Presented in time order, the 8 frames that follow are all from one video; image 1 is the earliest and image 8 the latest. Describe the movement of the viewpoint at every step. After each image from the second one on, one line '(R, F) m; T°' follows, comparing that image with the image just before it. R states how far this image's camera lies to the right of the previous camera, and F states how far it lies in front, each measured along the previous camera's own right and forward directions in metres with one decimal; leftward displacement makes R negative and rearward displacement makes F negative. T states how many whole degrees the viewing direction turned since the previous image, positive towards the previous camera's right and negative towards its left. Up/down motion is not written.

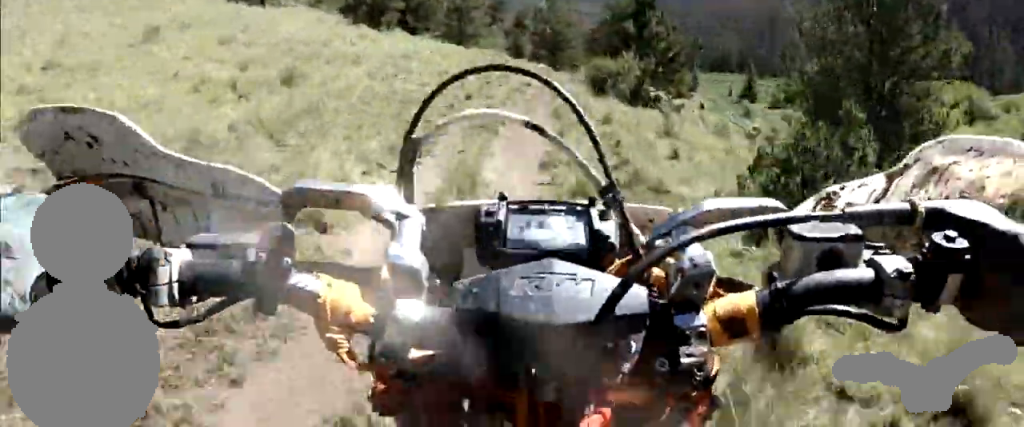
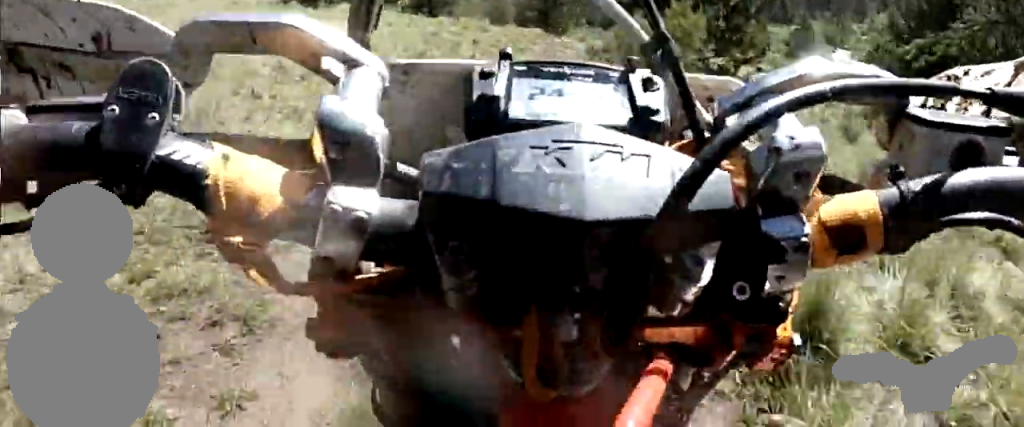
(0.0, +5.0) m; 0°
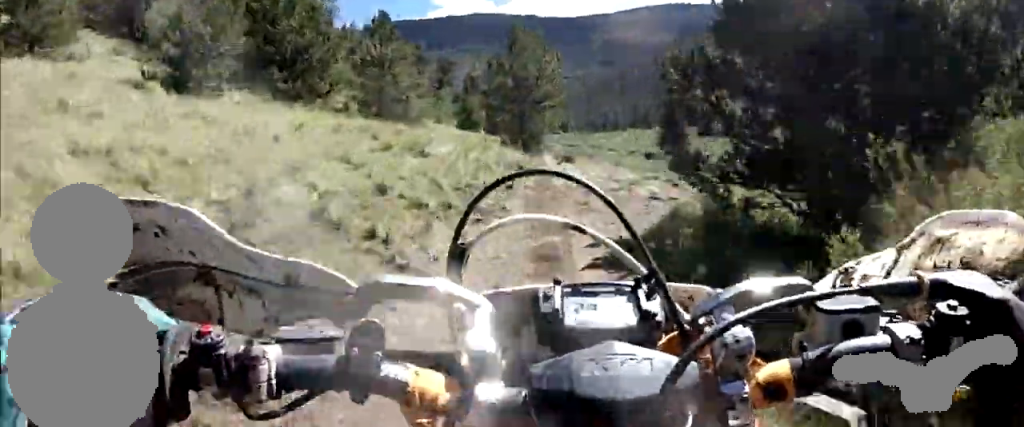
(0.0, +5.9) m; 0°
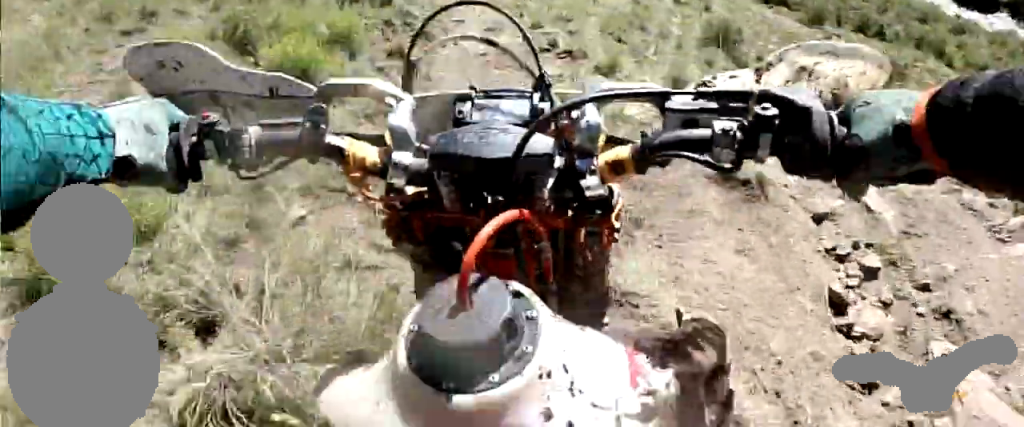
(0.0, +13.8) m; 0°
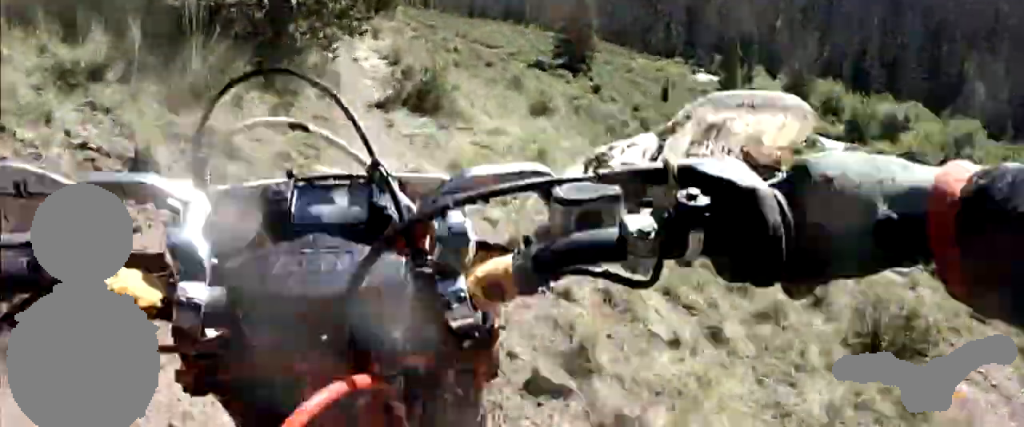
(0.0, +5.8) m; 0°
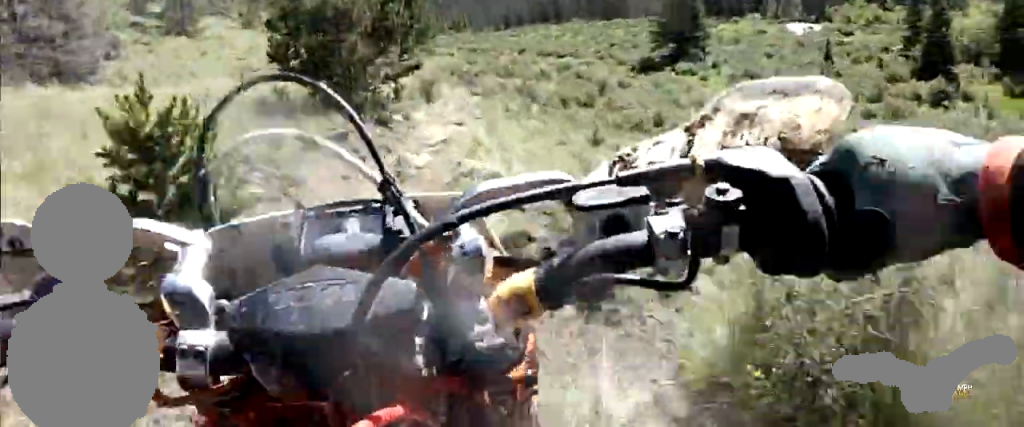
(0.0, +13.7) m; 0°
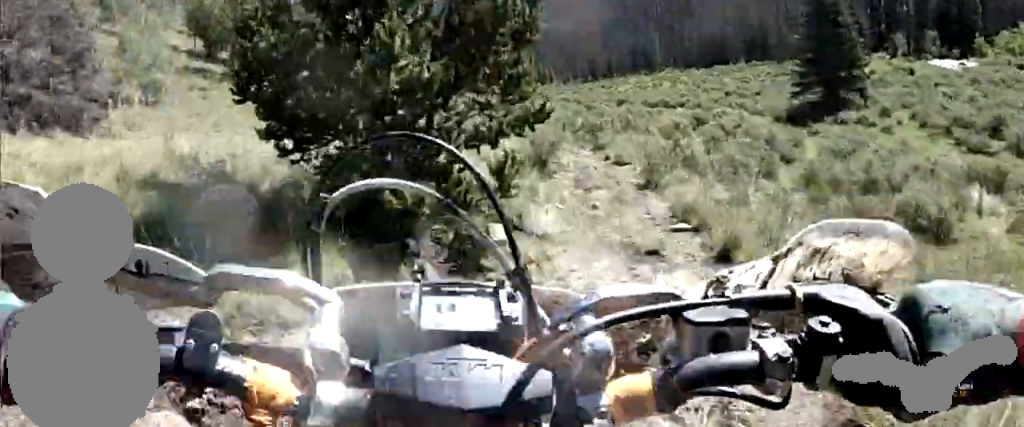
(0.0, +6.7) m; 0°
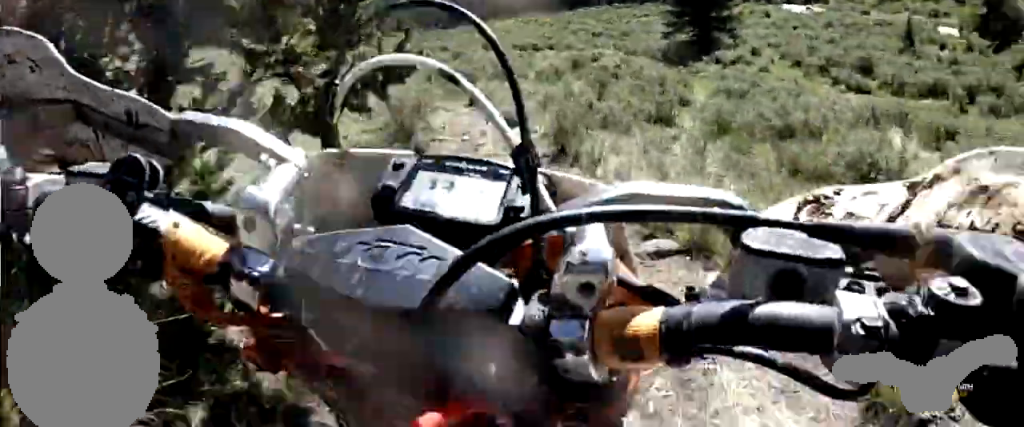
(0.0, +3.1) m; 0°
